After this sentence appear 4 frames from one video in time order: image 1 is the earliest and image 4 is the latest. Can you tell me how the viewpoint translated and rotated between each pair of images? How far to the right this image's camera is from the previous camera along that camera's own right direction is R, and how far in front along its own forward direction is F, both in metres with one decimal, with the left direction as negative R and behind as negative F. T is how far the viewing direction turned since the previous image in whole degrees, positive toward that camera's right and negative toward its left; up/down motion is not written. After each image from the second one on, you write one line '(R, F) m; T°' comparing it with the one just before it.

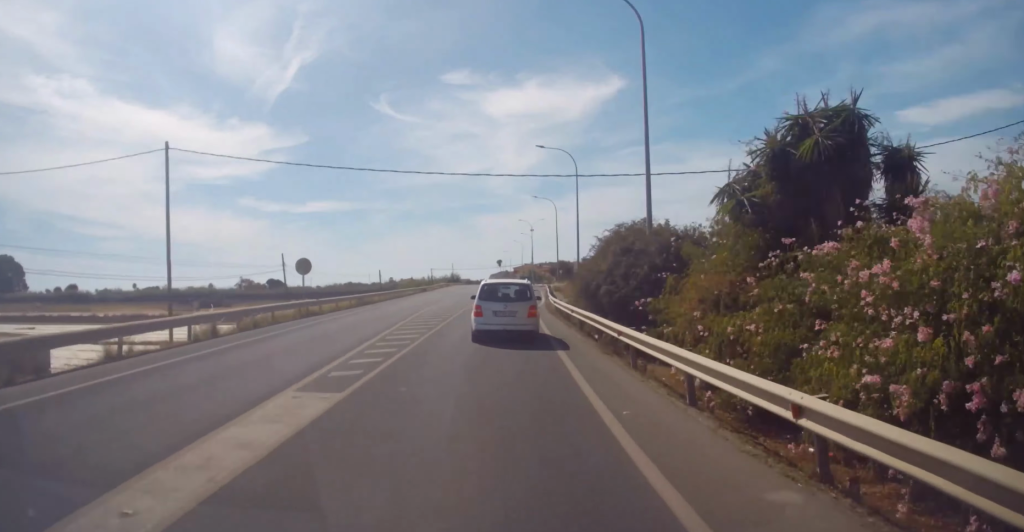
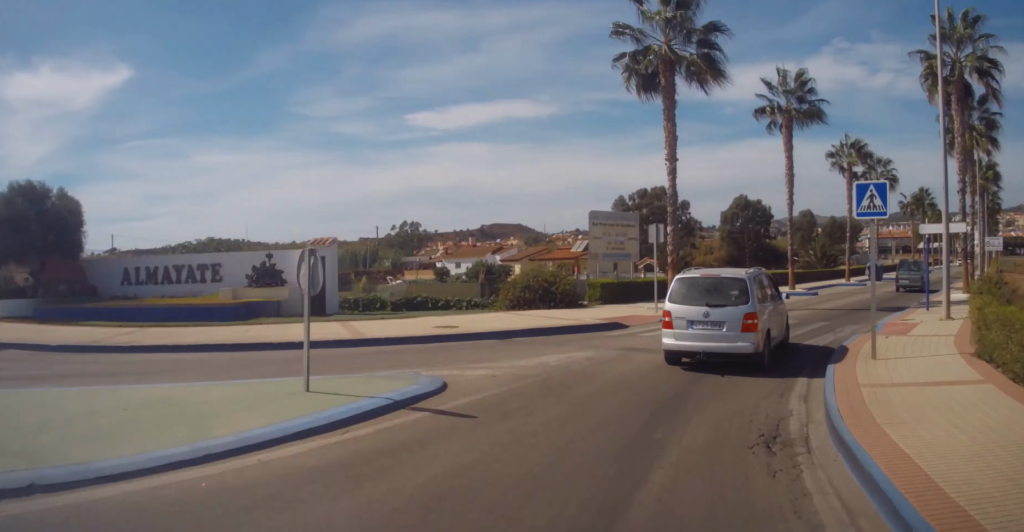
(+30.5, +95.5) m; +49°
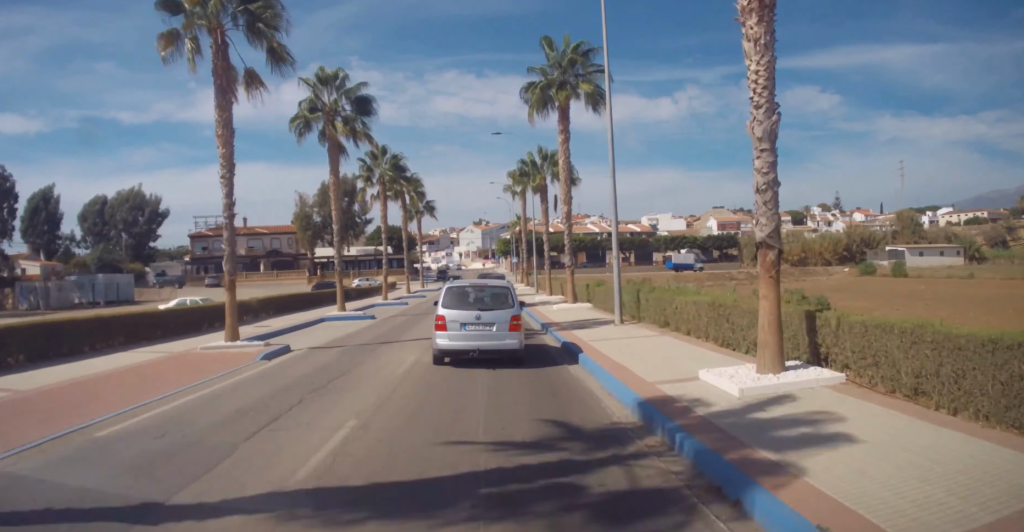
(+64.9, +125.2) m; +31°
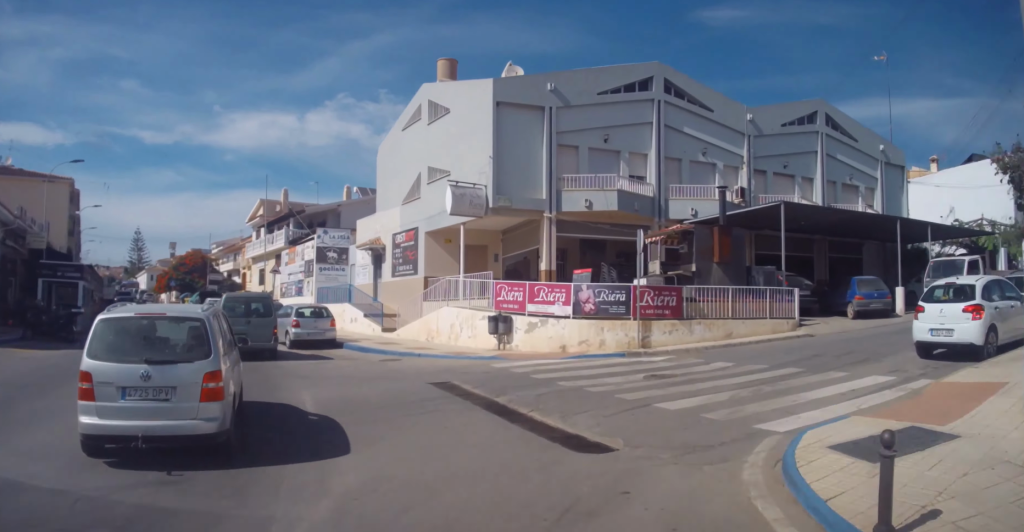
(+8.9, +124.2) m; +38°
